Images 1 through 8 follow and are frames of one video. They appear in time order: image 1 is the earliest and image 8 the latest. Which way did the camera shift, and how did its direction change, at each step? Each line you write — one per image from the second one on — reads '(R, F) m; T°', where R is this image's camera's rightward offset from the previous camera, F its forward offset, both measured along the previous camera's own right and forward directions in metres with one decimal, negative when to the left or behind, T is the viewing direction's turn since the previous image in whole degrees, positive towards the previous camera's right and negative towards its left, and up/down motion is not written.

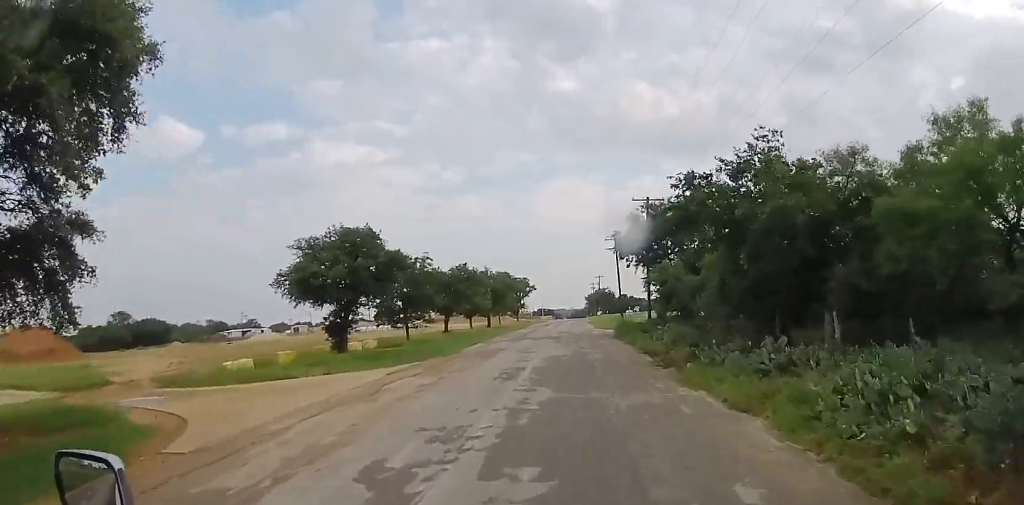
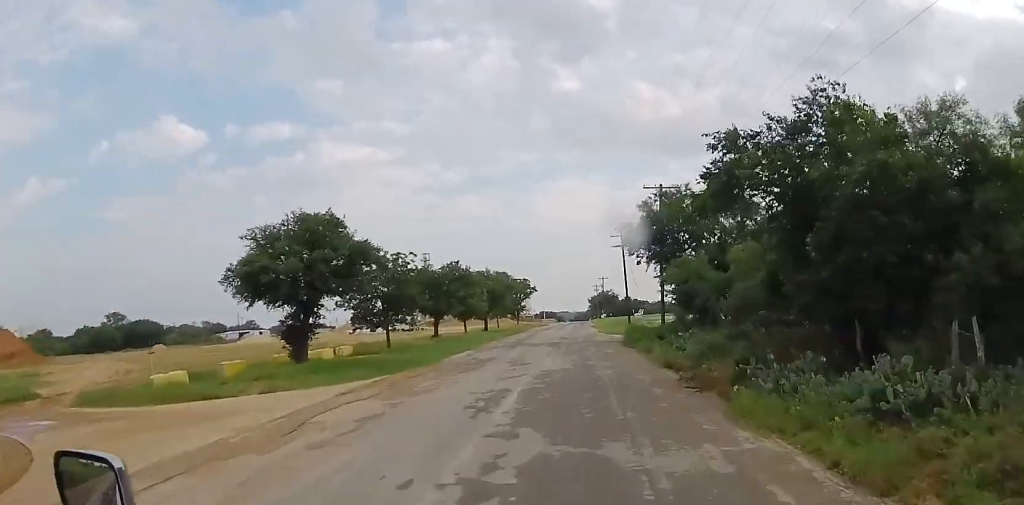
(0.0, +6.4) m; 0°
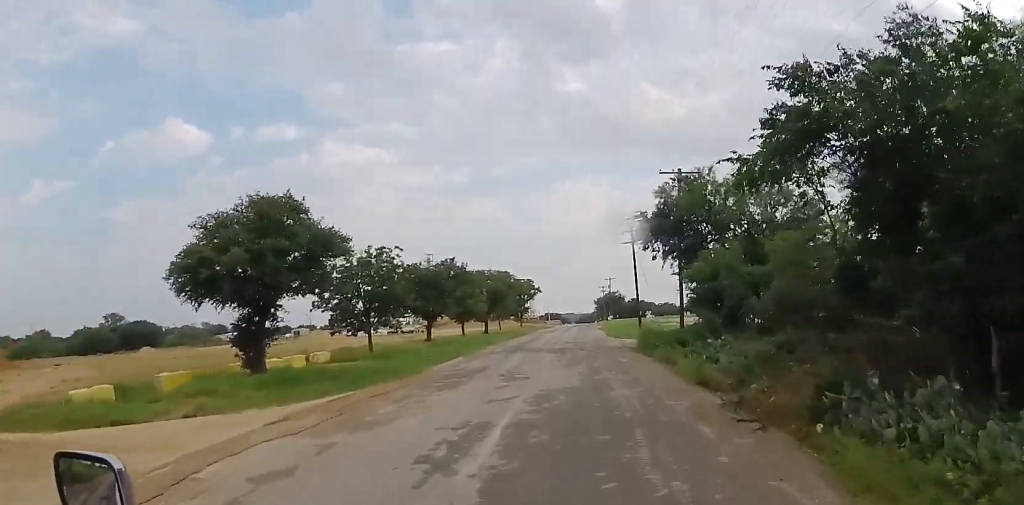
(0.0, +5.4) m; 0°
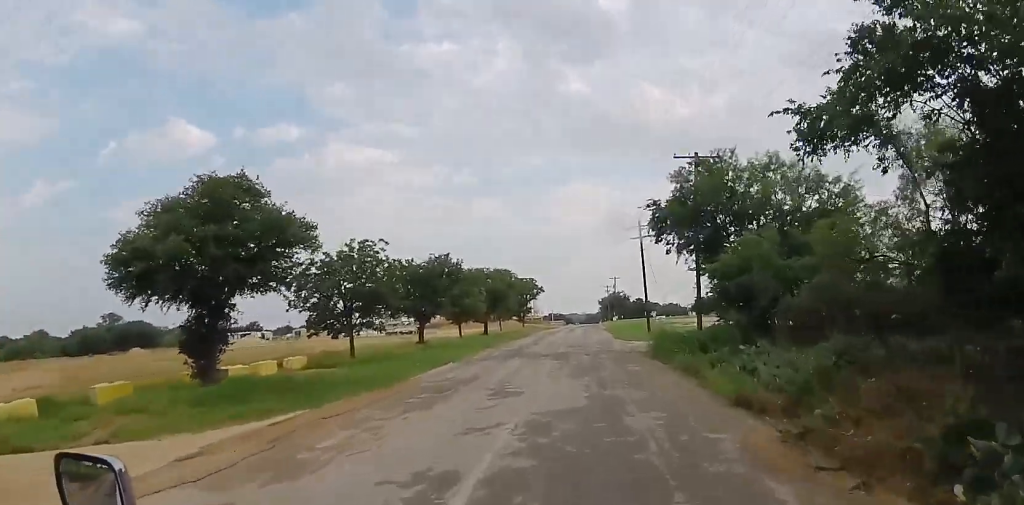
(0.0, +4.2) m; -1°
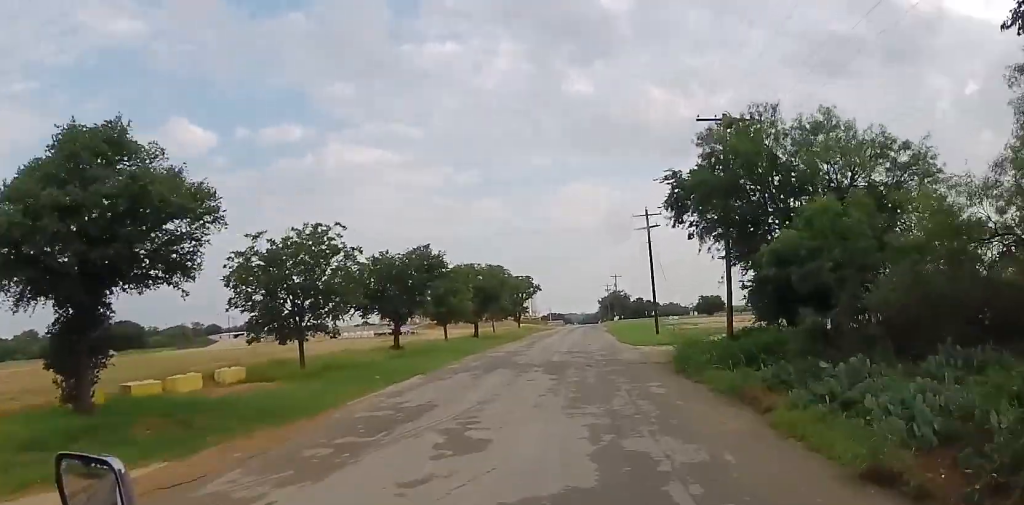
(+0.1, +6.9) m; -2°
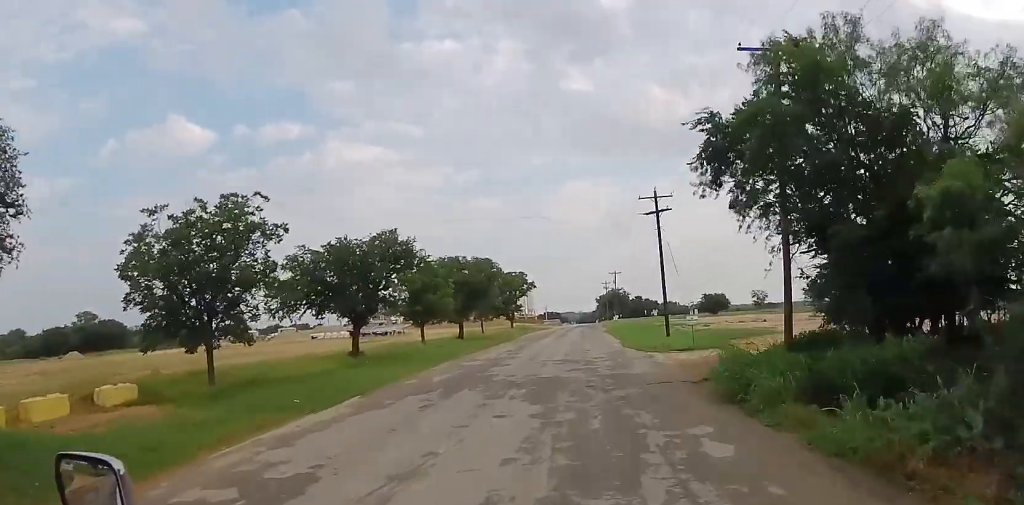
(-0.4, +8.0) m; 0°
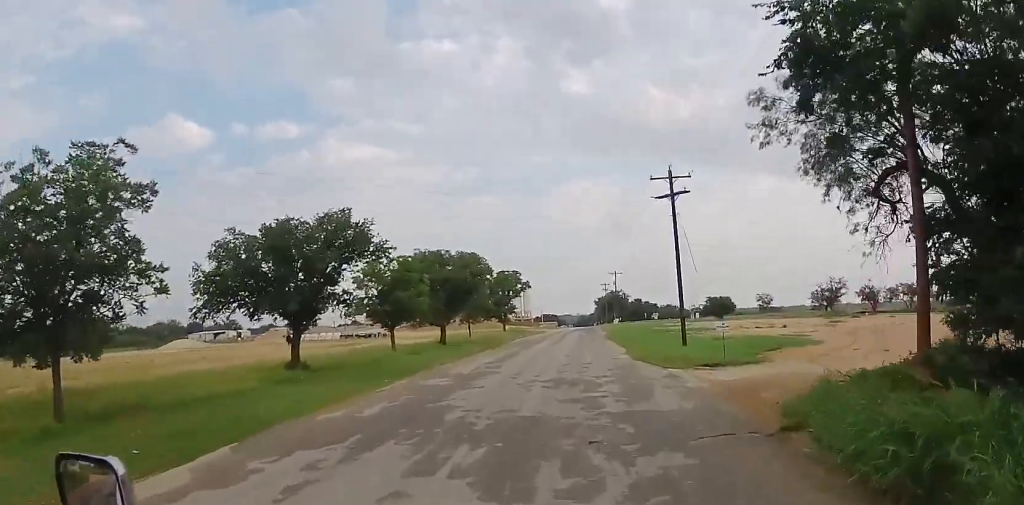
(+0.3, +8.1) m; +2°
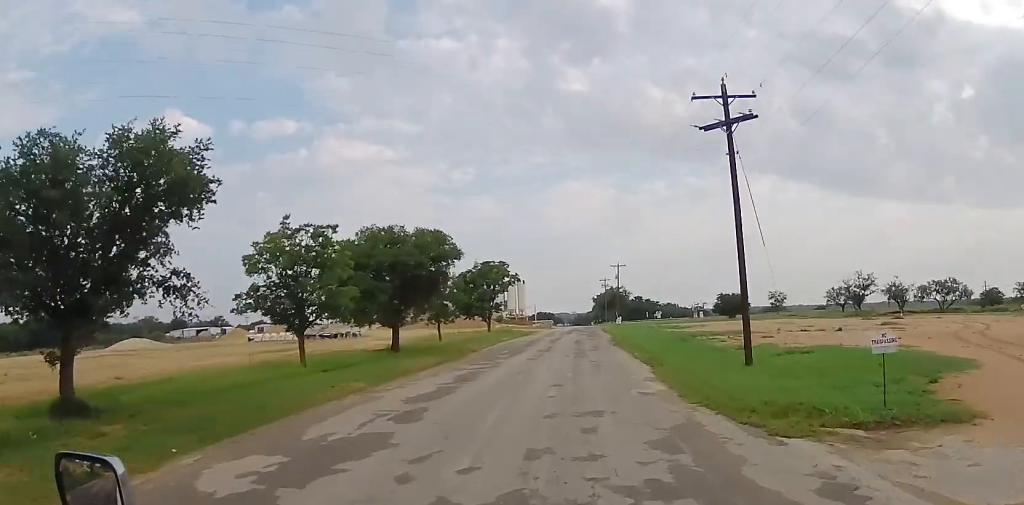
(+0.2, +14.8) m; +2°
